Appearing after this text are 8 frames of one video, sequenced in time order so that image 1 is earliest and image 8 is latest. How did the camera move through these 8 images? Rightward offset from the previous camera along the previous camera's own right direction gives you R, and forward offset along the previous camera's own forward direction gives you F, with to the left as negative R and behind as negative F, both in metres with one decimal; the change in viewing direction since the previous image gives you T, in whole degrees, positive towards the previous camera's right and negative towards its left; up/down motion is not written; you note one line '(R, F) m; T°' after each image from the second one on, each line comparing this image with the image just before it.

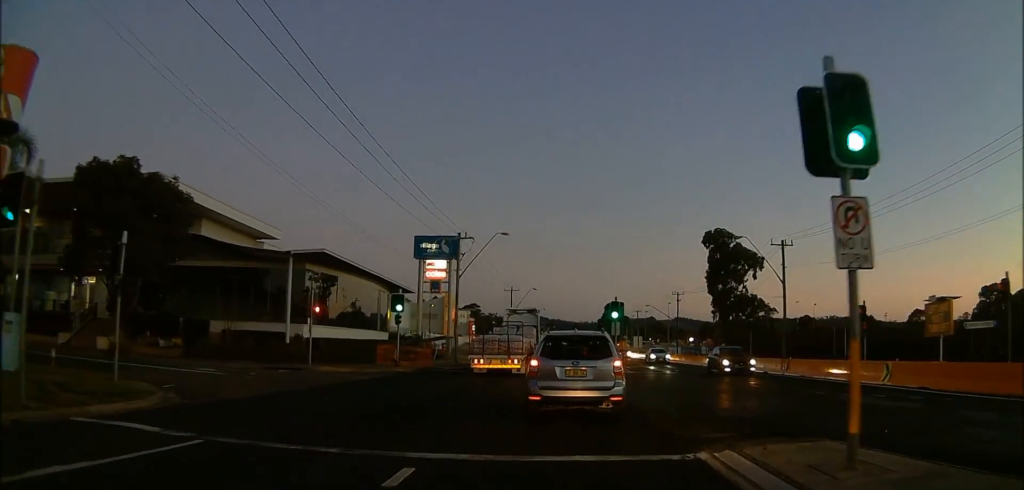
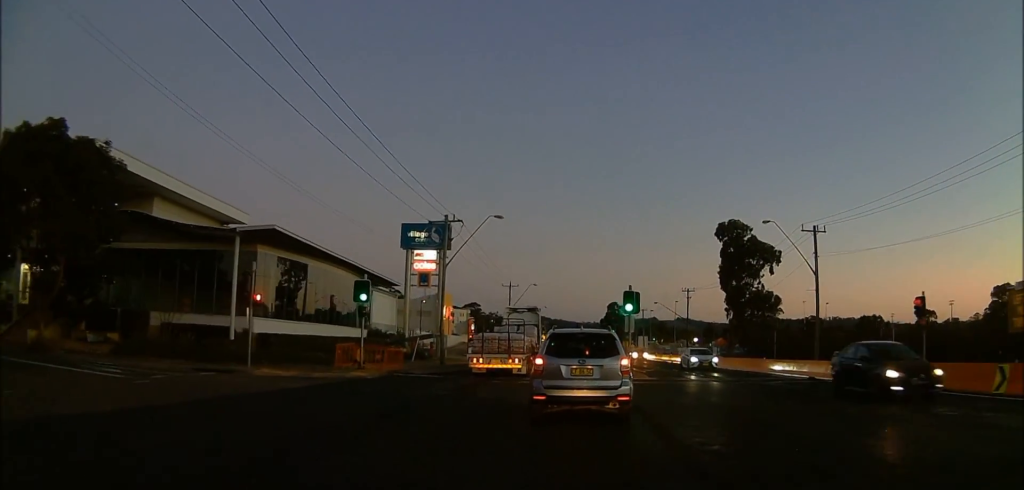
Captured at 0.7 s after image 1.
(+0.1, +8.2) m; 0°
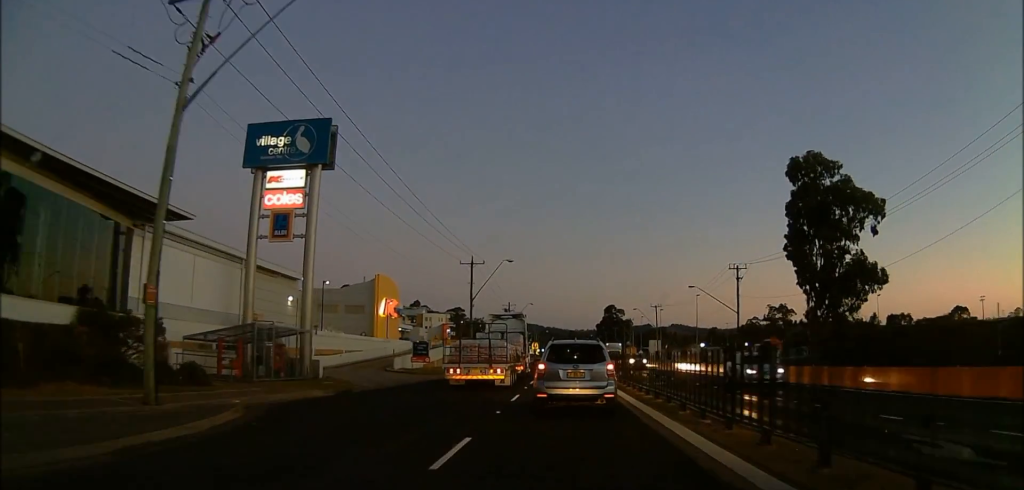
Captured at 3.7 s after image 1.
(-0.4, +36.3) m; -2°
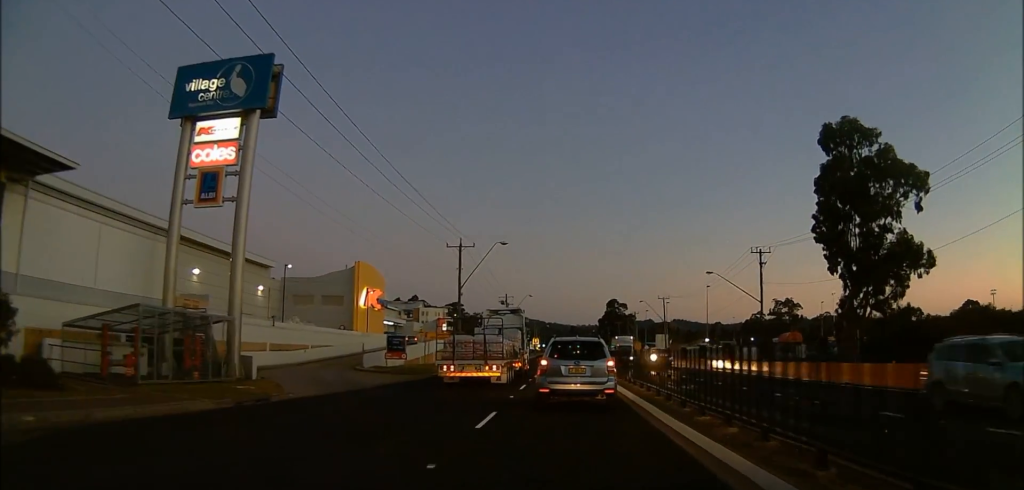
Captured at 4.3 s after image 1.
(0.0, +8.0) m; -1°
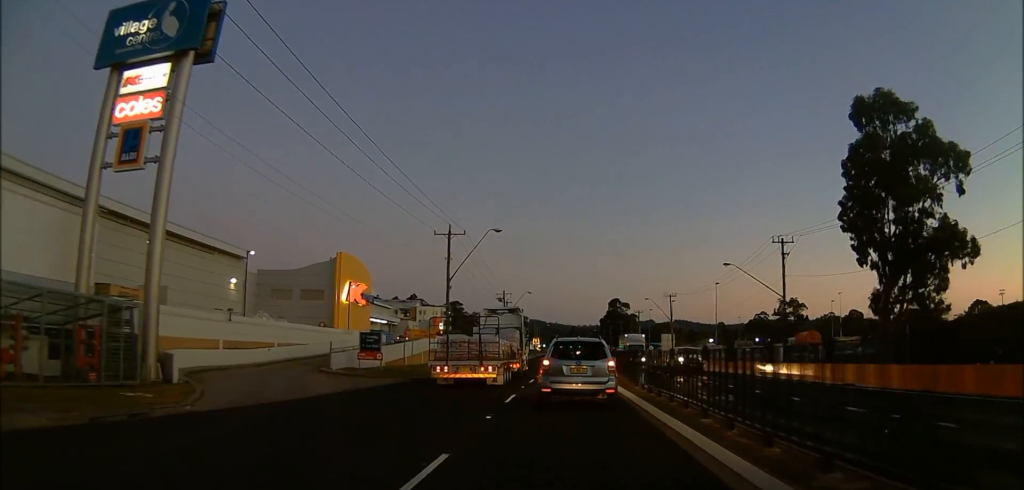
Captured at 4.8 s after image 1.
(-0.1, +6.2) m; 0°
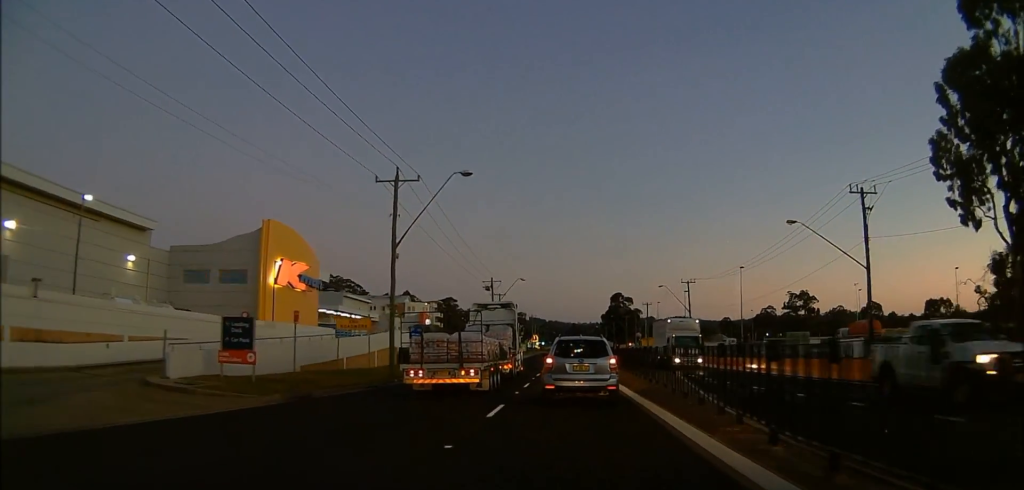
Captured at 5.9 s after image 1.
(-0.1, +15.7) m; 0°
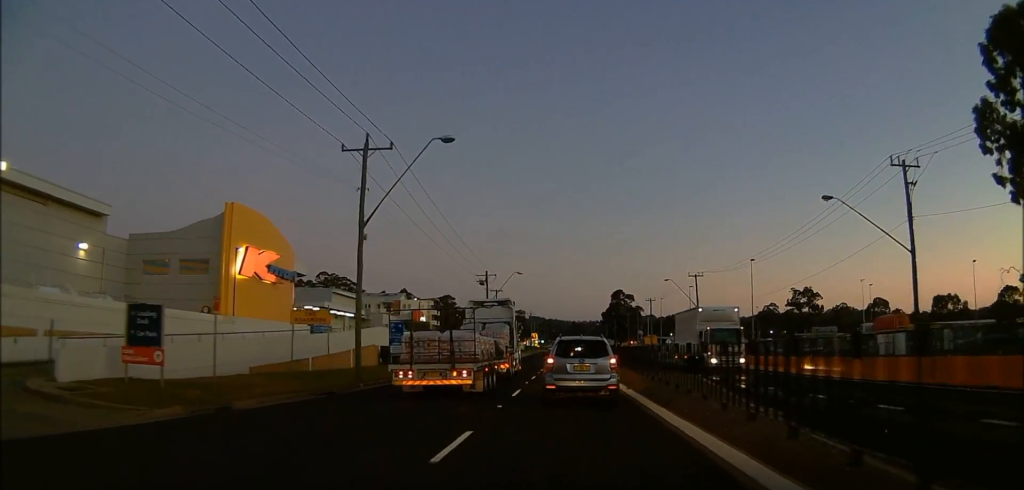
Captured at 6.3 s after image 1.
(0.0, +5.4) m; 0°
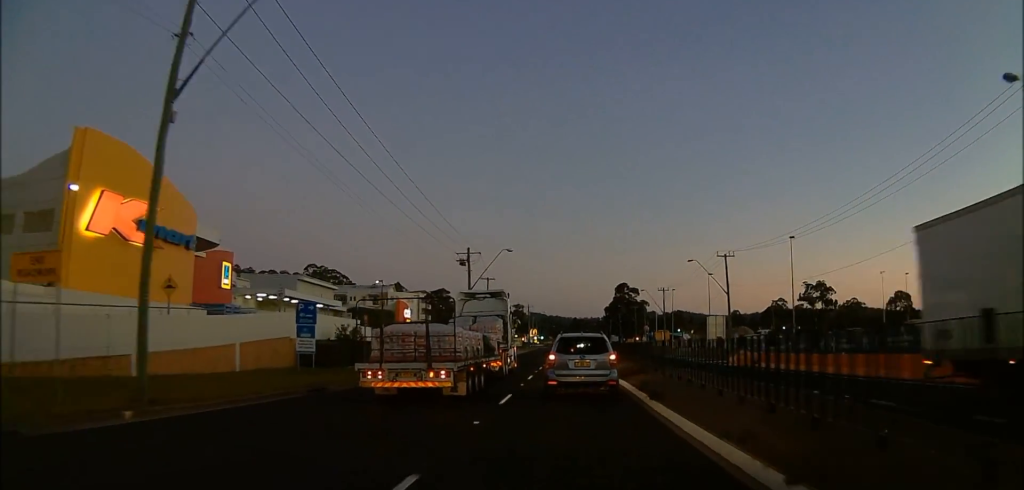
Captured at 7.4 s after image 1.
(+0.2, +15.1) m; +2°
